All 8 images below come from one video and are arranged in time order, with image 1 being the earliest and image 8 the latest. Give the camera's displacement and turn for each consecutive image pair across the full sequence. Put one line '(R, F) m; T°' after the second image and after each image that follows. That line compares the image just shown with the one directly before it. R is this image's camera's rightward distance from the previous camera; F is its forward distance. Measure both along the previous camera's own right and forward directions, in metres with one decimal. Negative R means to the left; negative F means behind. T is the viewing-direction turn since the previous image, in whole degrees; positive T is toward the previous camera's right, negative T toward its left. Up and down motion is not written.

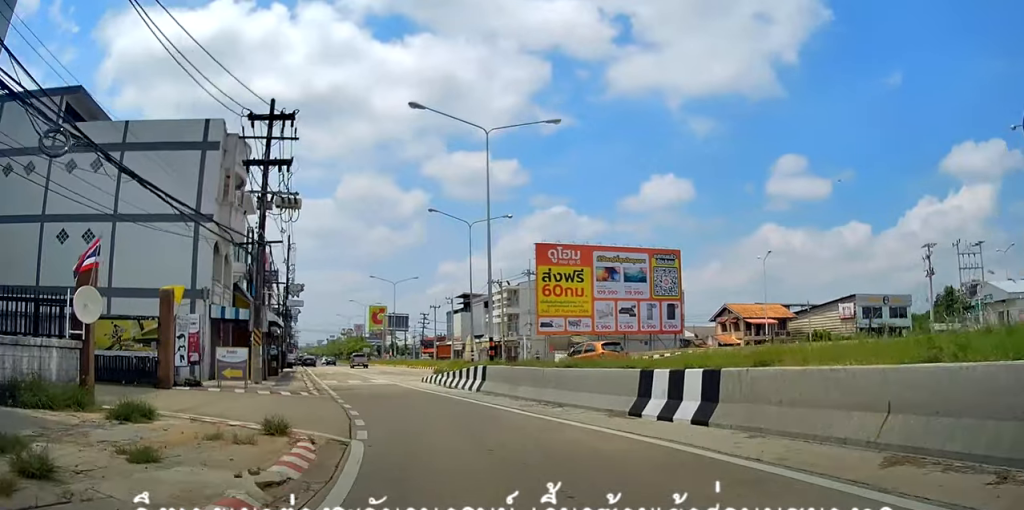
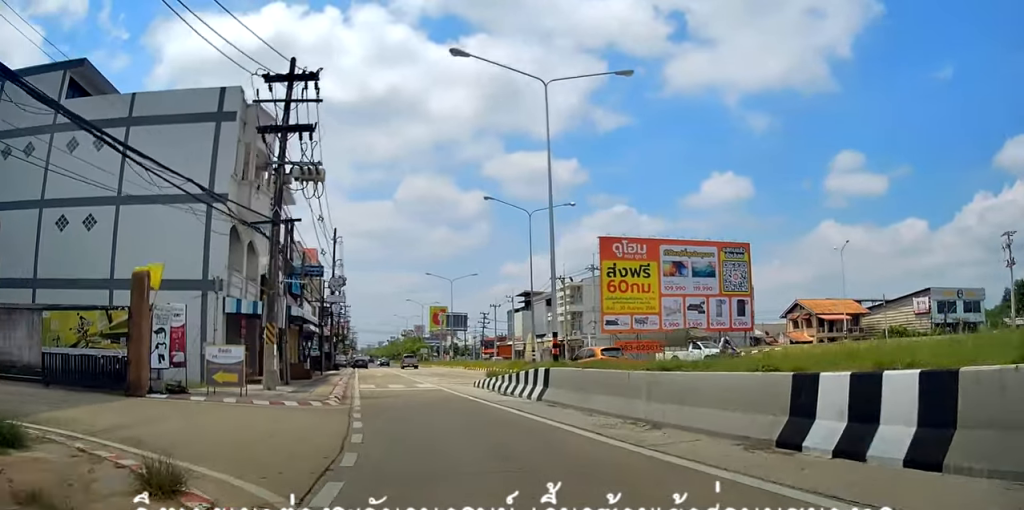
(-0.1, +4.4) m; -7°
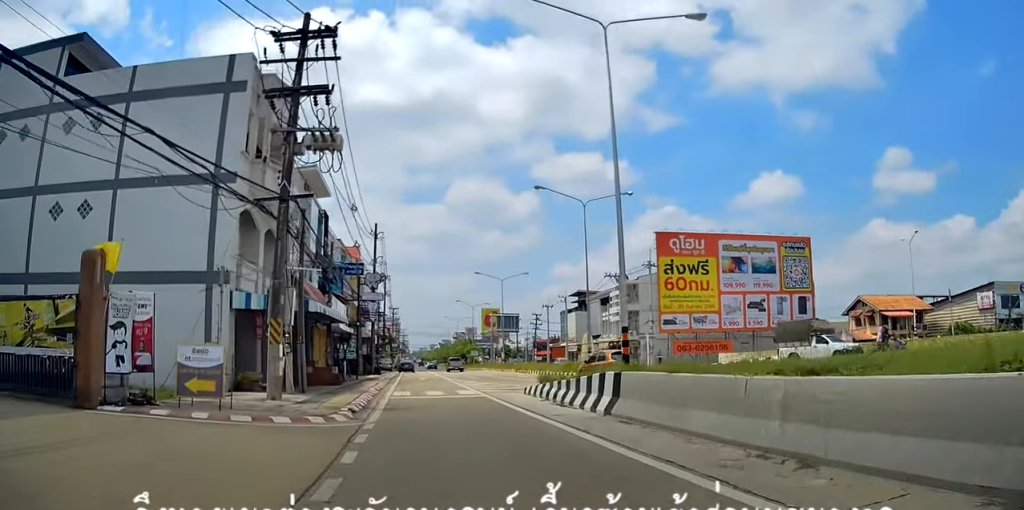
(-0.4, +3.6) m; -3°
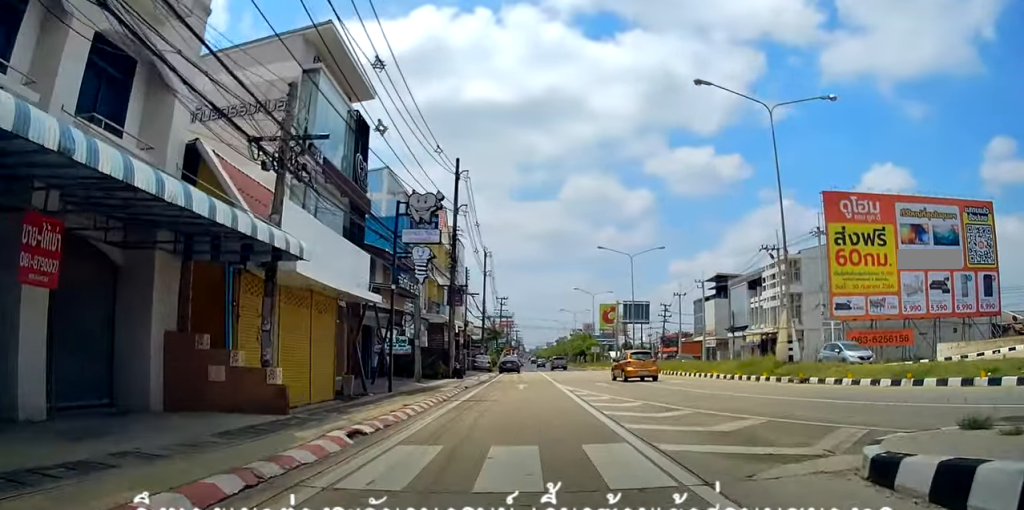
(-0.7, +16.0) m; -2°
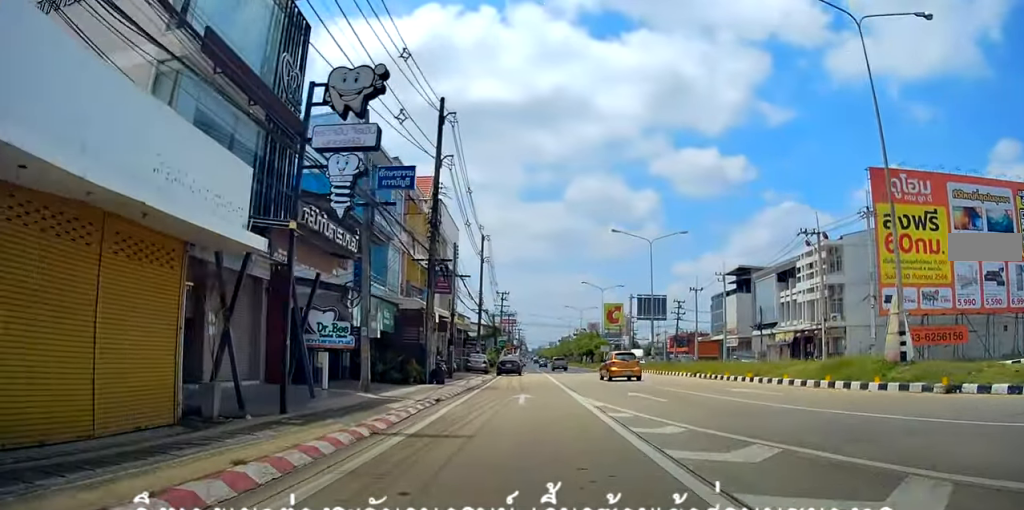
(0.0, +8.1) m; -3°
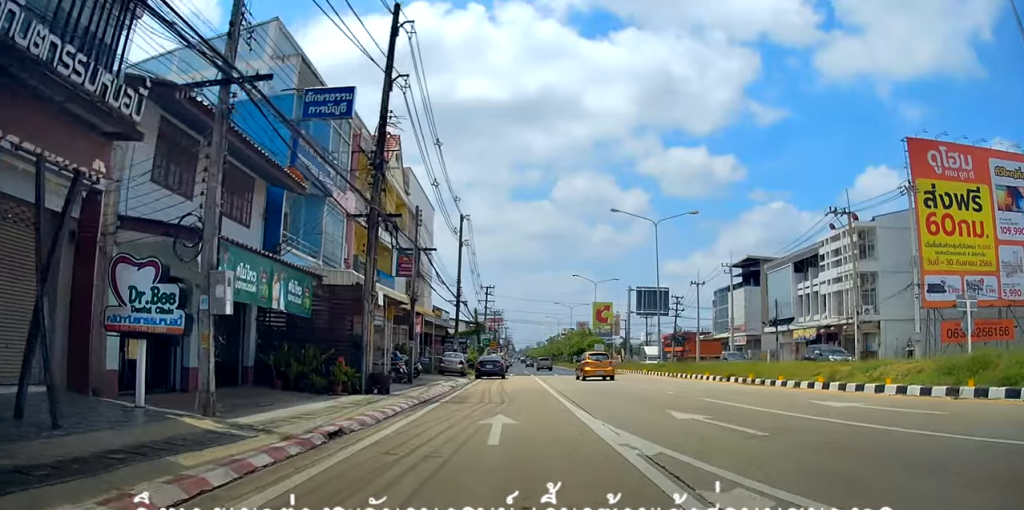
(-0.3, +7.5) m; -2°
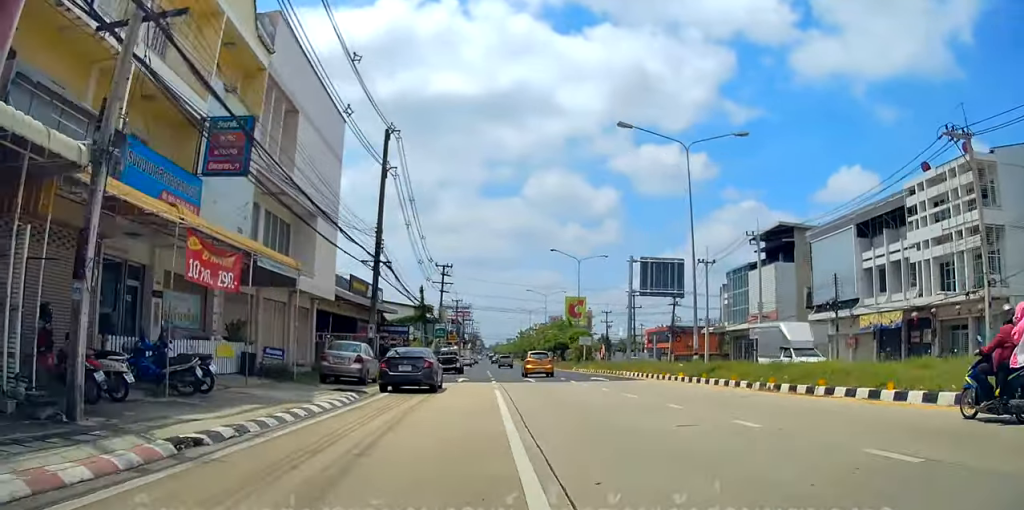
(+0.2, +18.2) m; +1°
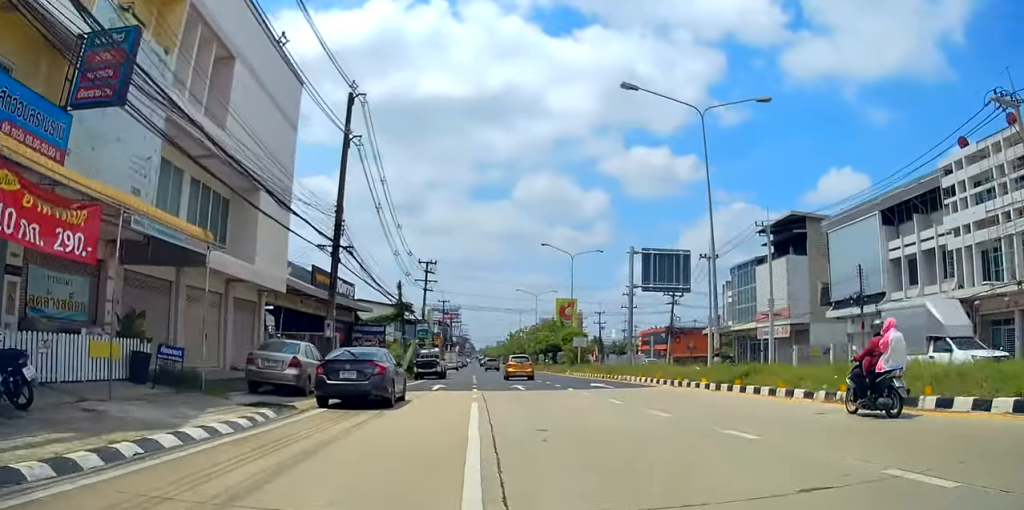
(-0.5, +5.5) m; 0°
